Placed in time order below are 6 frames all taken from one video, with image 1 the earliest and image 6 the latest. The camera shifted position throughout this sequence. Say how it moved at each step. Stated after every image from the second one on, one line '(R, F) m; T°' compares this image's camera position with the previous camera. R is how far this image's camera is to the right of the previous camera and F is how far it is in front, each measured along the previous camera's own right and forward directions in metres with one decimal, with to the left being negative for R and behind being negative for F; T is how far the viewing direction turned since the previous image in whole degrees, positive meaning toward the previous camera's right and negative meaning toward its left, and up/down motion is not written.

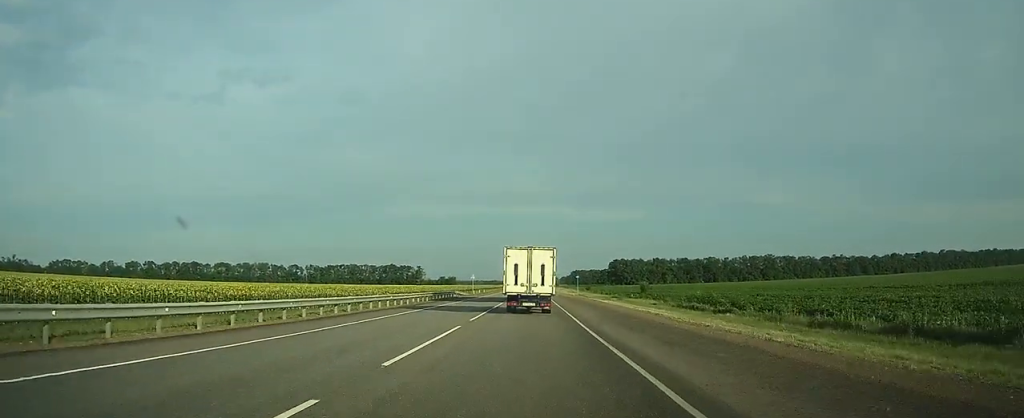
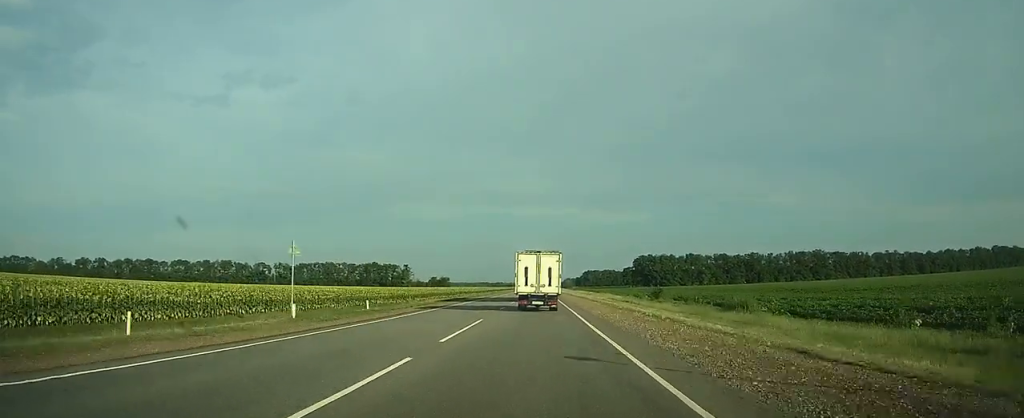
(-0.5, +78.9) m; -1°
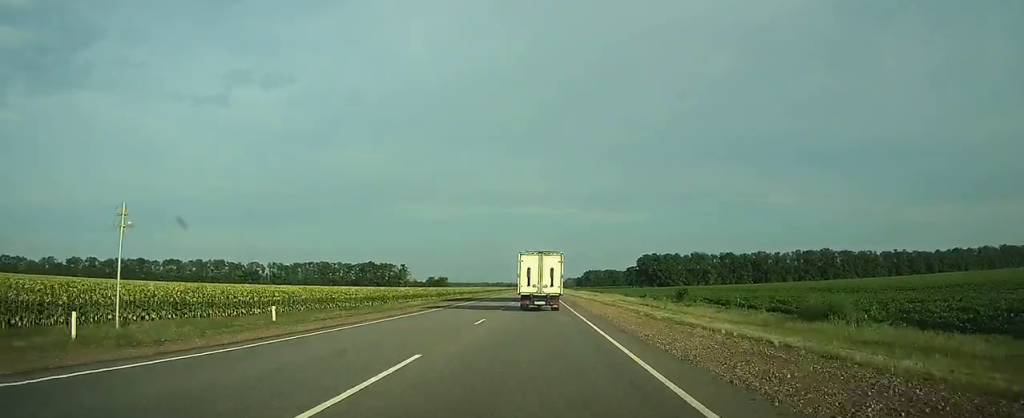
(0.0, +11.5) m; 0°
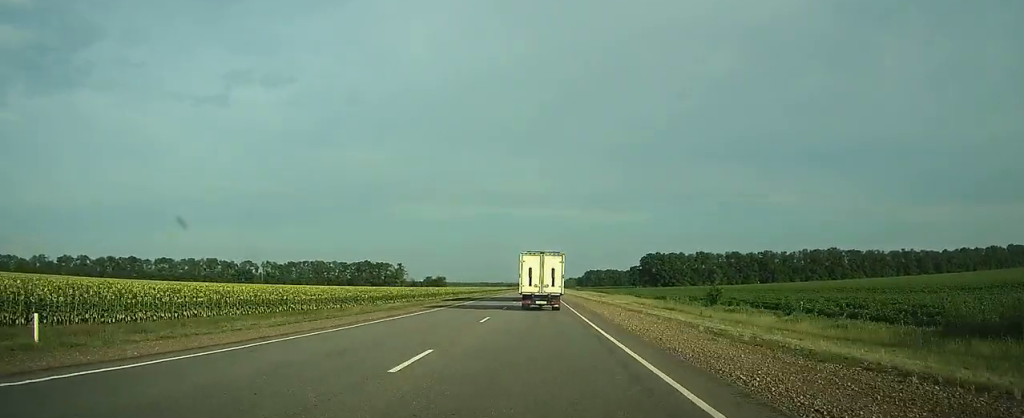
(0.0, +10.8) m; 0°
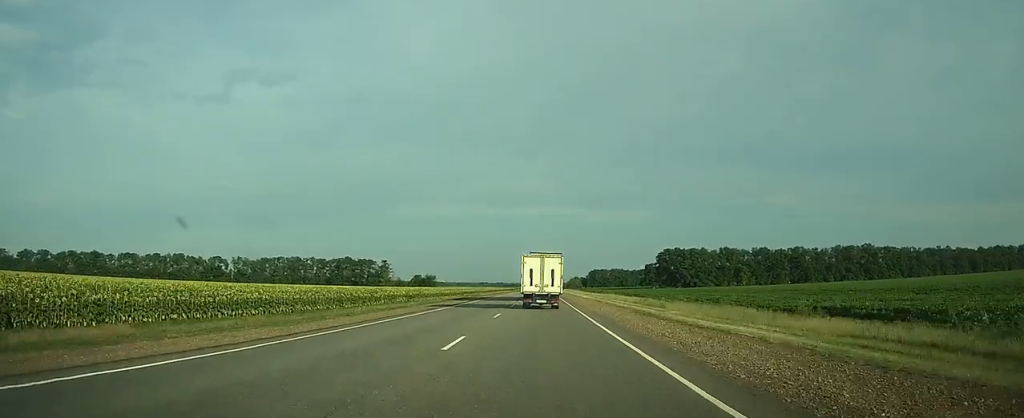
(0.0, +44.1) m; 0°
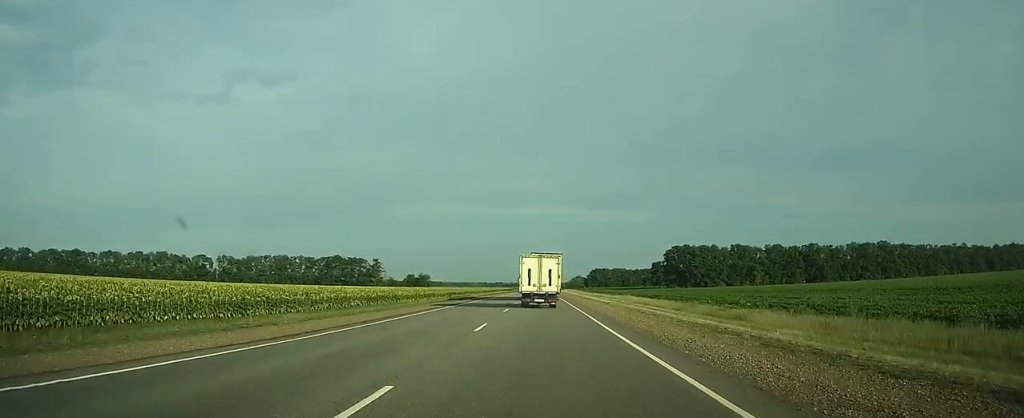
(0.0, +18.9) m; 0°
